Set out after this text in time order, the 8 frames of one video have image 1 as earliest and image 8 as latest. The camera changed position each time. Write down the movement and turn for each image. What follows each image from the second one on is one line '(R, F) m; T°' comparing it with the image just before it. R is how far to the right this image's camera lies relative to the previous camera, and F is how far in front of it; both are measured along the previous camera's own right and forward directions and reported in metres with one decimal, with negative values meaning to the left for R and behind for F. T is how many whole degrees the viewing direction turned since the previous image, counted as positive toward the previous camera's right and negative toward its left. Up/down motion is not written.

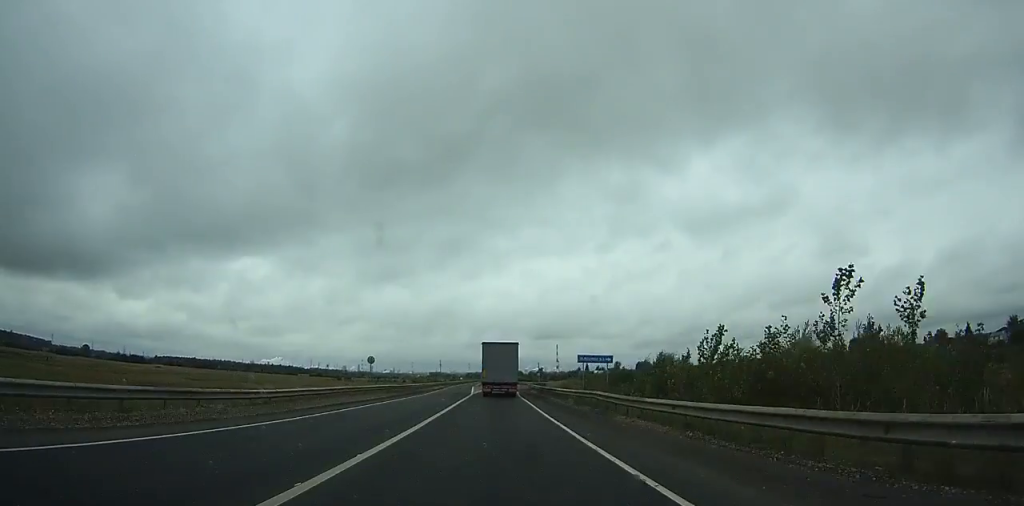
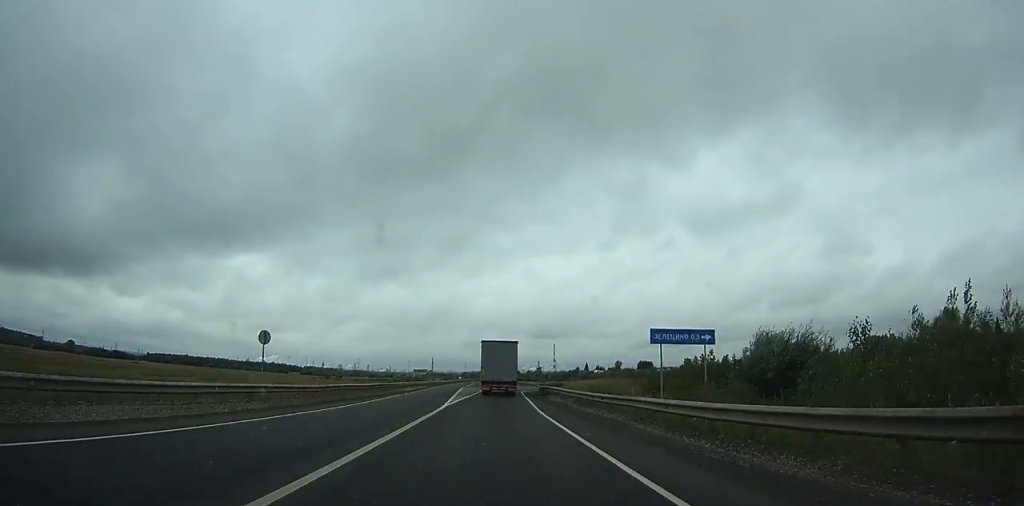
(0.0, +23.8) m; 0°
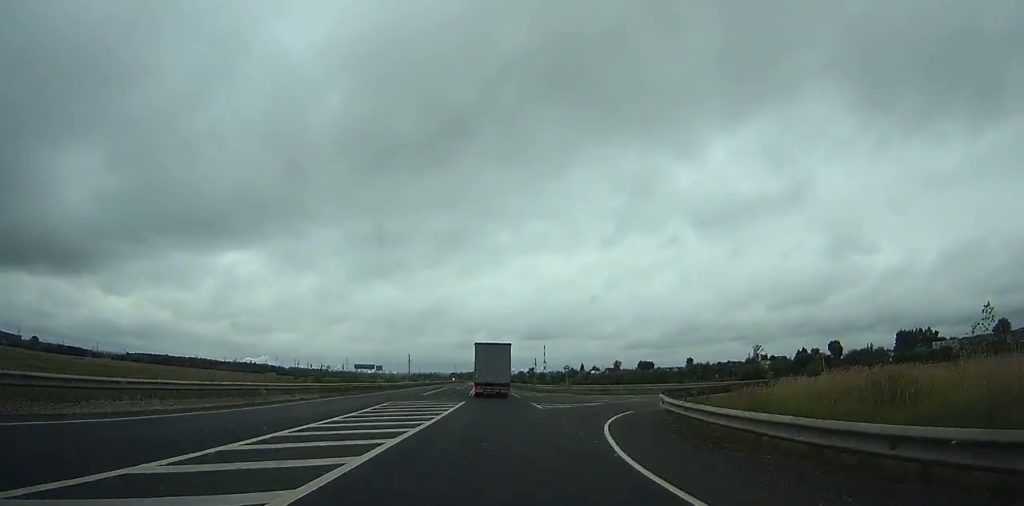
(+0.1, +49.1) m; +1°
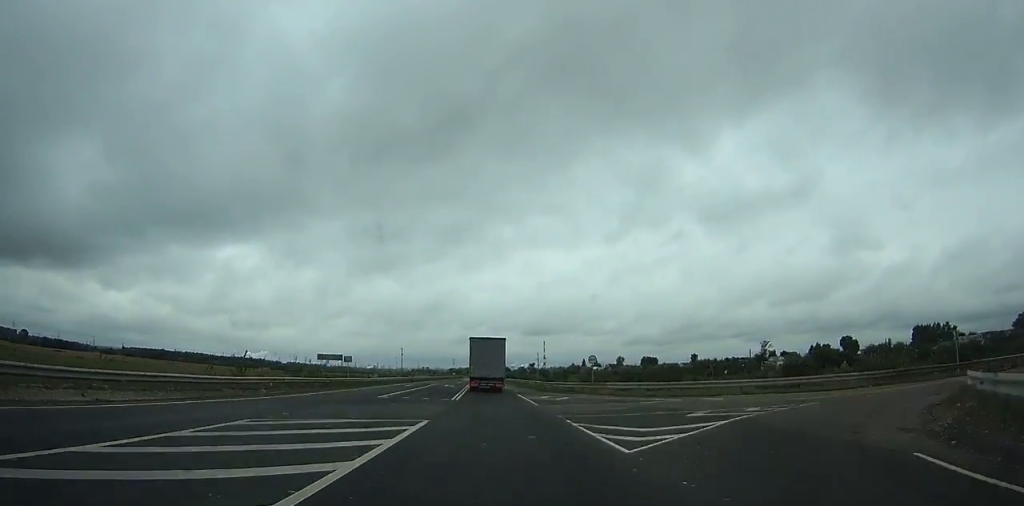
(0.0, +18.2) m; 0°
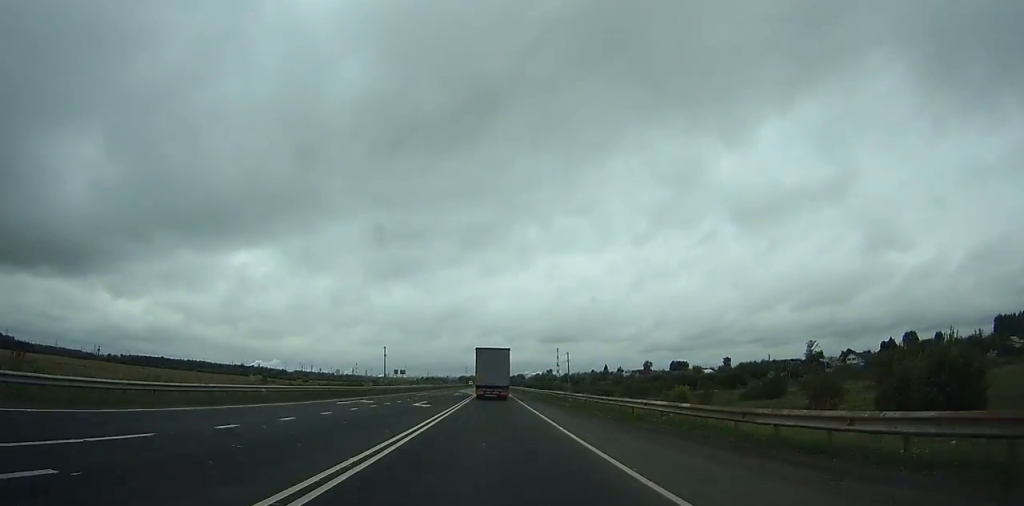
(+0.4, +61.4) m; 0°
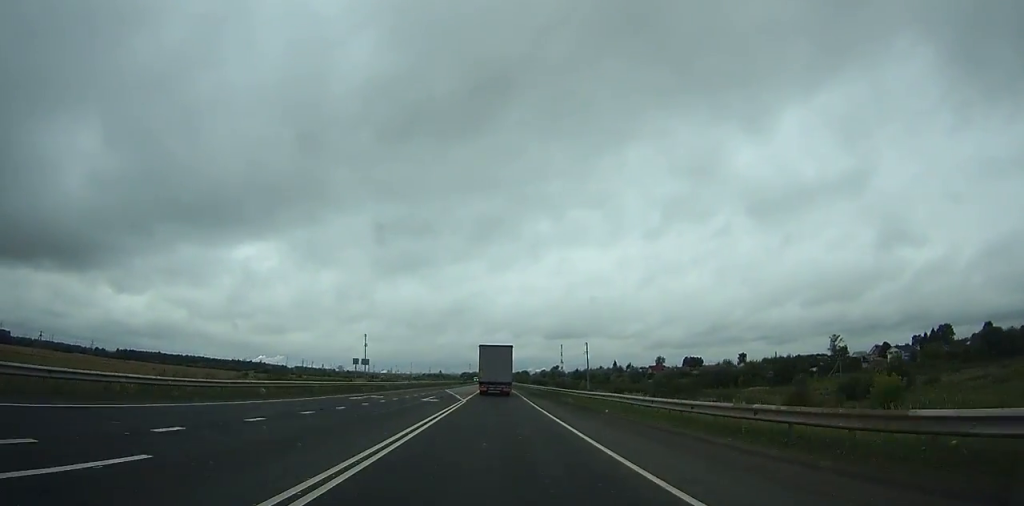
(-0.1, +30.7) m; -1°
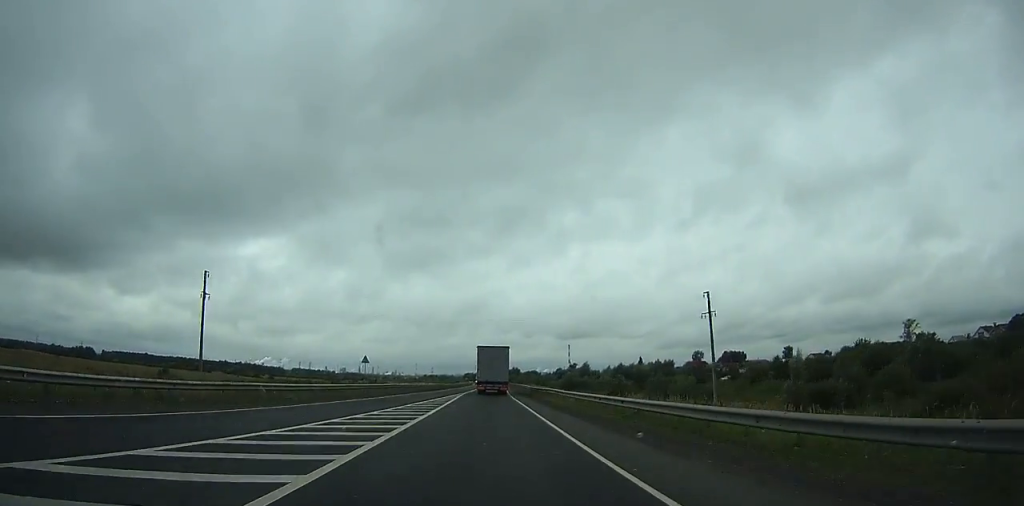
(-1.1, +82.7) m; -1°
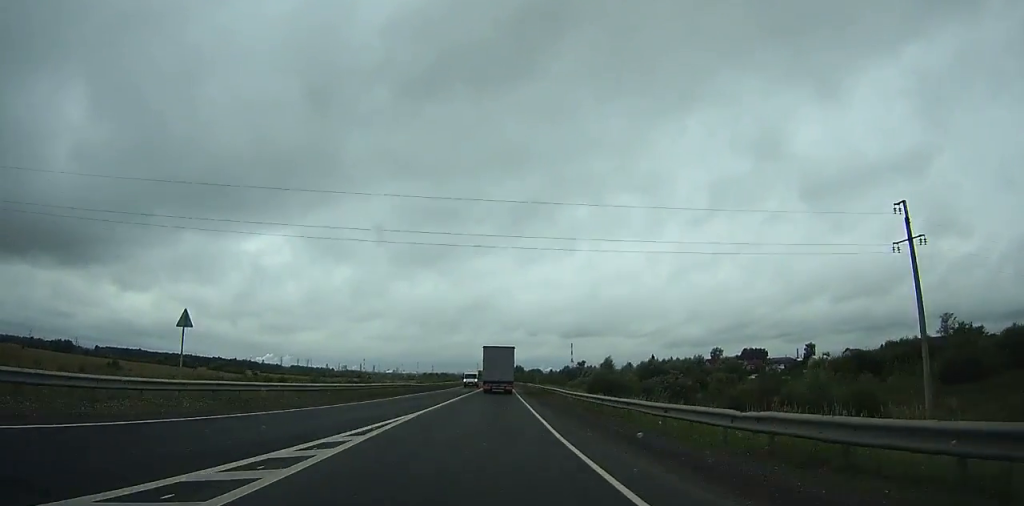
(0.0, +33.9) m; 0°
